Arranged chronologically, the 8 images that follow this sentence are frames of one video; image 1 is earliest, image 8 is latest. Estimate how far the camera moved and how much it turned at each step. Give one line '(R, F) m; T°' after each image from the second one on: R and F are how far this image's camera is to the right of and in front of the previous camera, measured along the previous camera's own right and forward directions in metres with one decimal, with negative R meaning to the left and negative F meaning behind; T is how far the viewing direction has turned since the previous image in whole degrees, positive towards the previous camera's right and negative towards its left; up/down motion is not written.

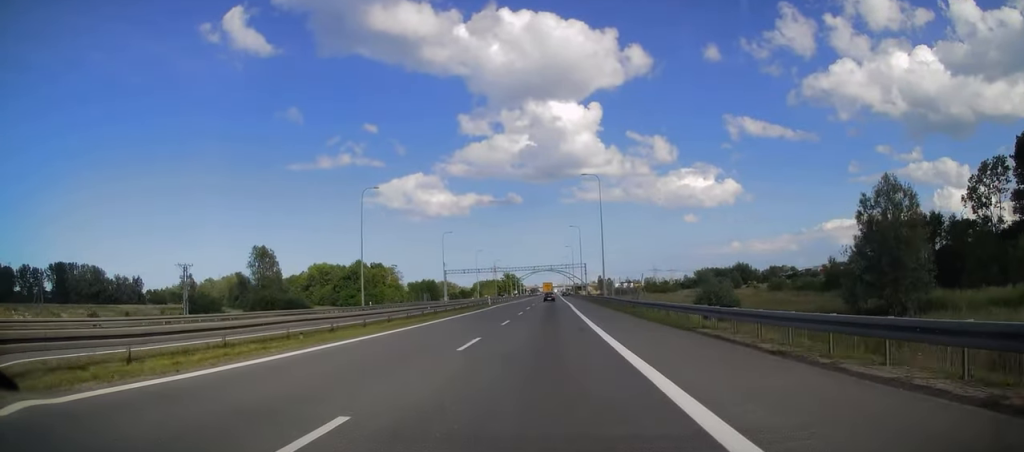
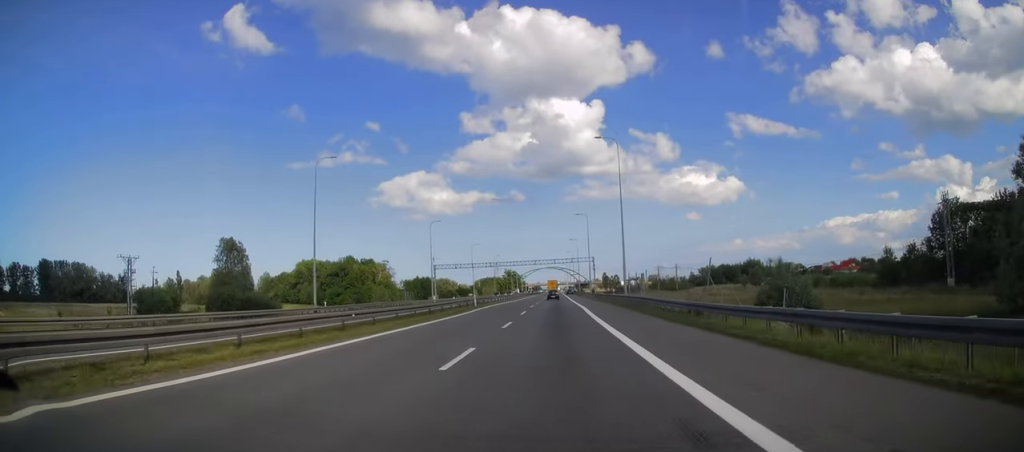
(+0.1, +15.7) m; 0°
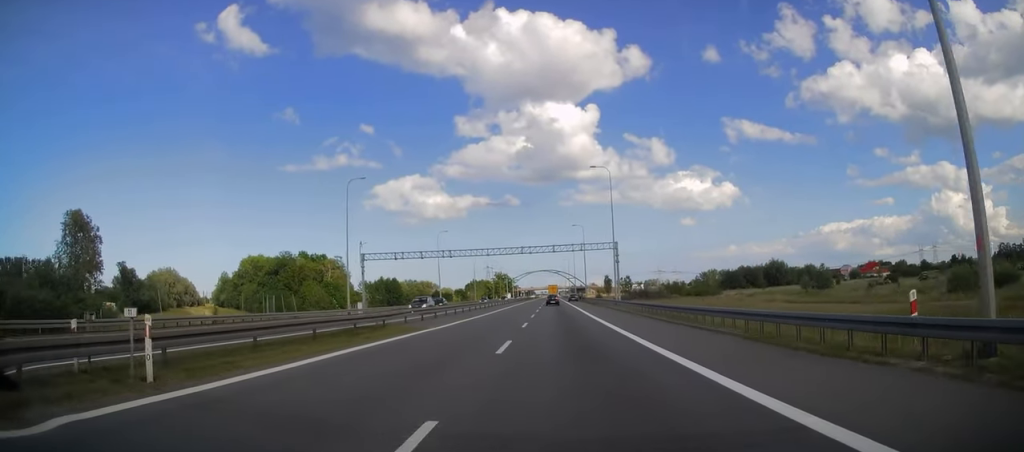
(0.0, +44.0) m; 0°
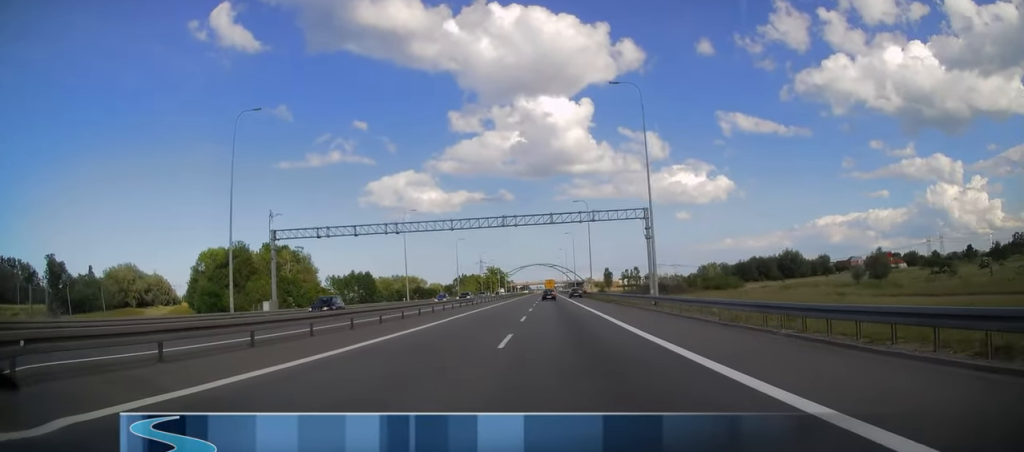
(0.0, +24.3) m; 0°
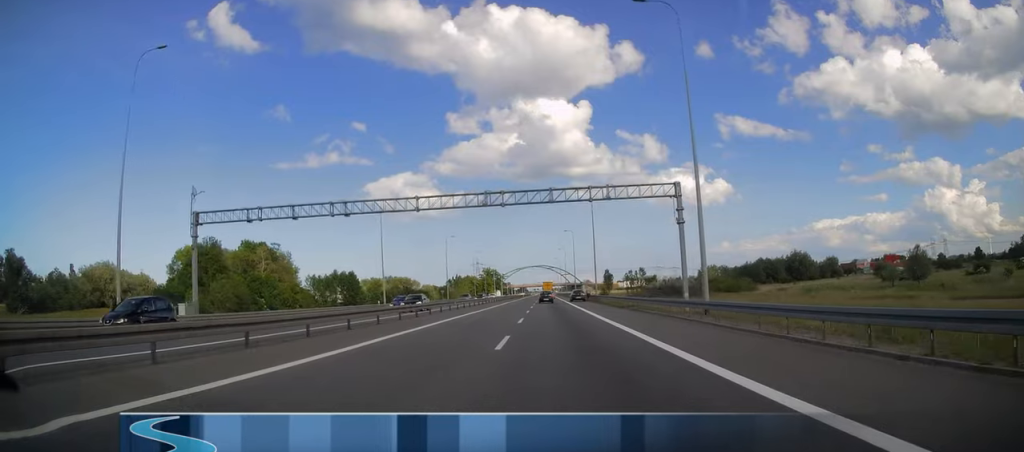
(0.0, +12.1) m; 0°
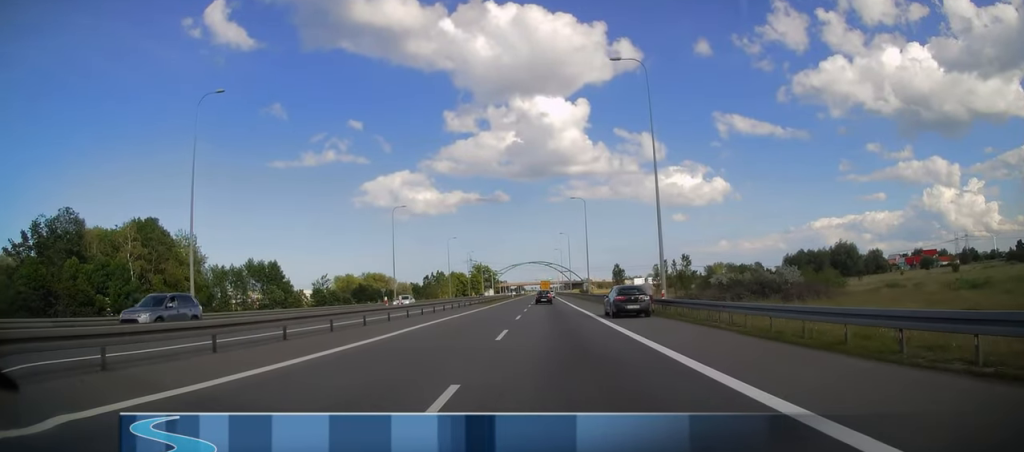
(0.0, +45.0) m; 0°
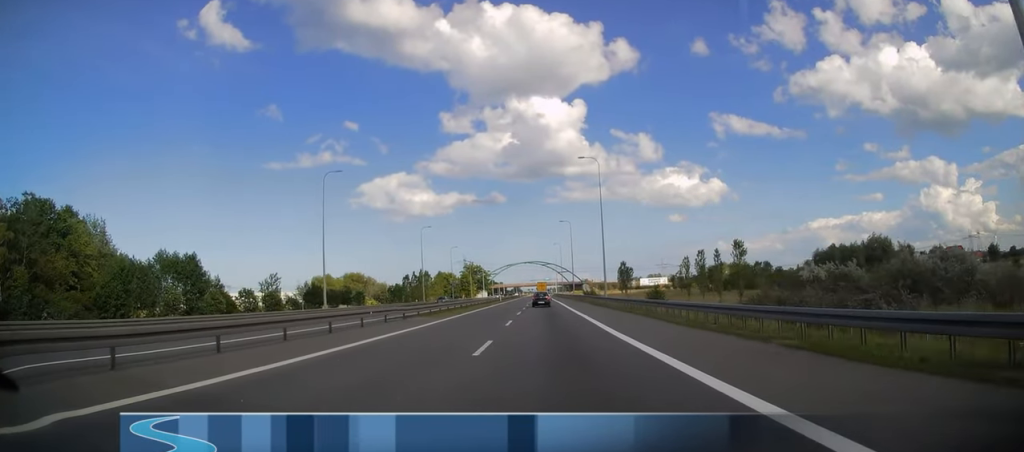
(0.0, +27.2) m; 0°
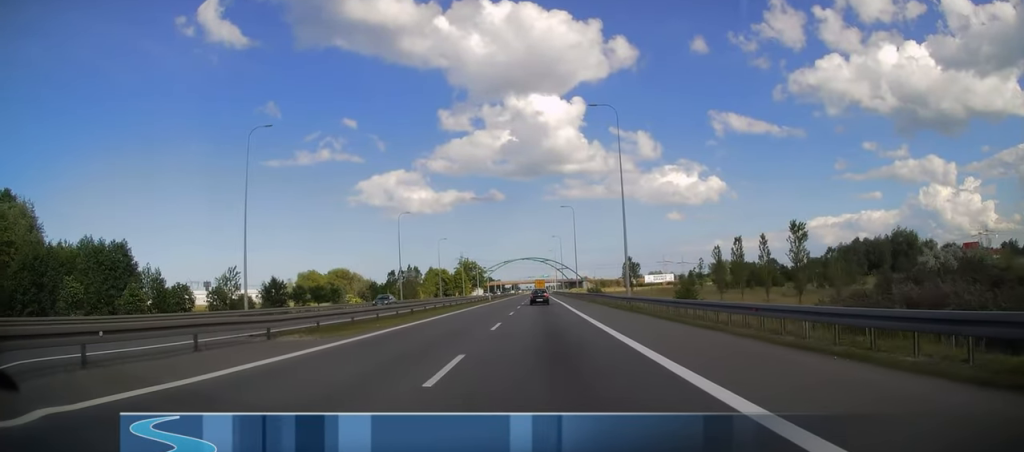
(0.0, +16.6) m; 0°
